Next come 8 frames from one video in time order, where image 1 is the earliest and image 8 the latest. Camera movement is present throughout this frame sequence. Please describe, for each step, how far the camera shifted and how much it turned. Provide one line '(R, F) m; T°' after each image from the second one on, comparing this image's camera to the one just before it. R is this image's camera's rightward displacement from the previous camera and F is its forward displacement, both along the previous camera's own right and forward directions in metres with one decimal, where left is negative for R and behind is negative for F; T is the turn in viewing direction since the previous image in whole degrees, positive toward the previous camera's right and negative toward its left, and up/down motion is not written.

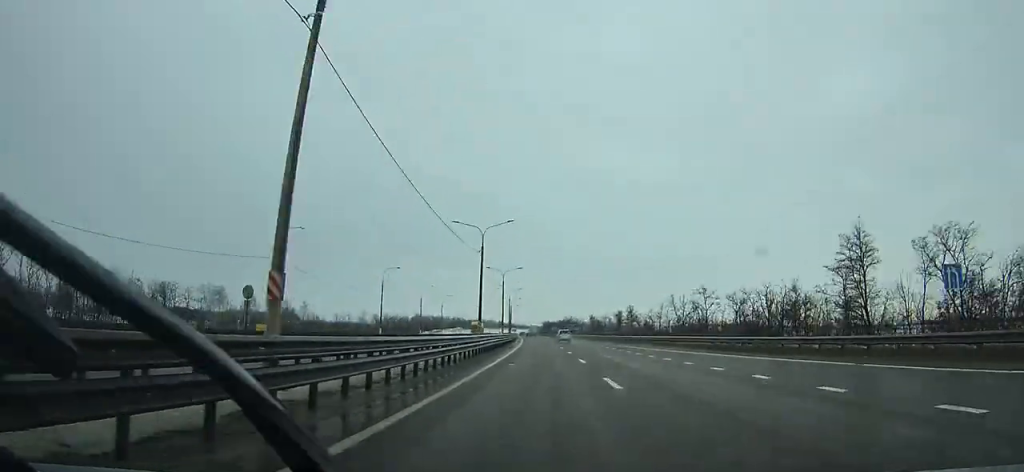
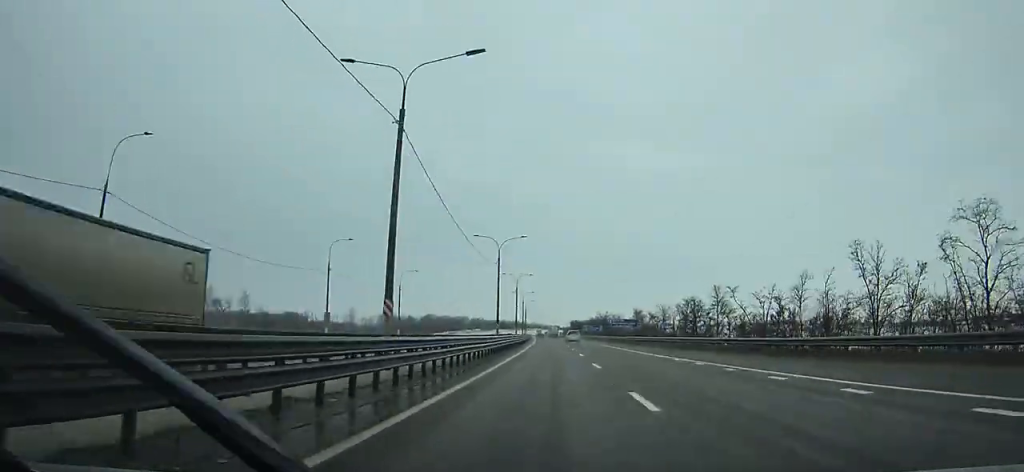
(-1.2, +63.8) m; -2°
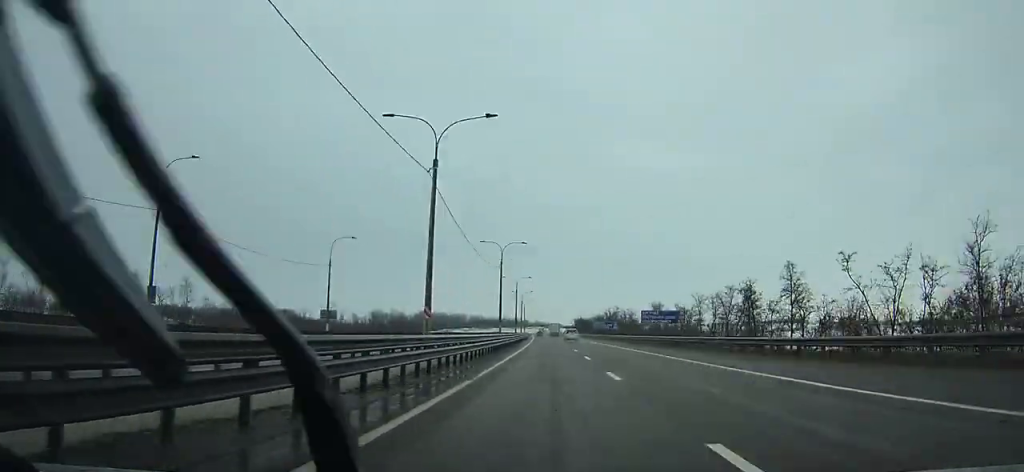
(-0.2, +28.9) m; 0°
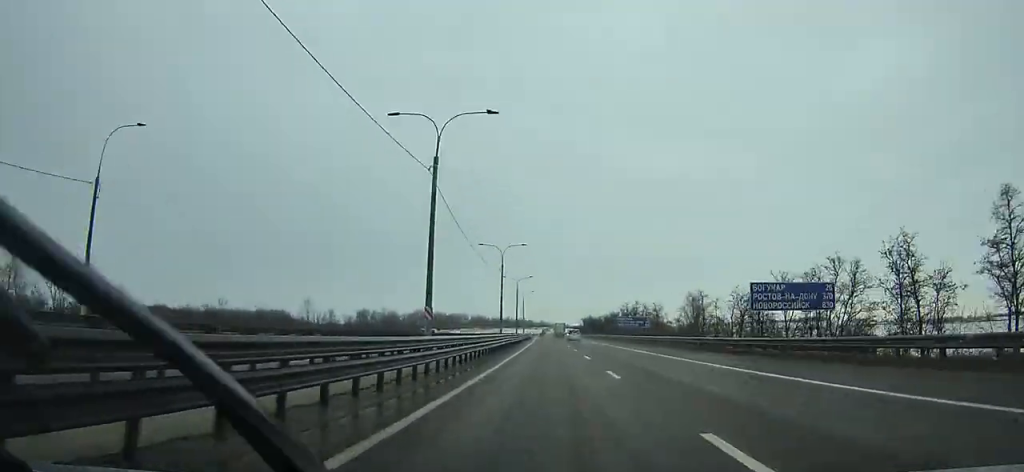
(0.0, +35.4) m; -1°
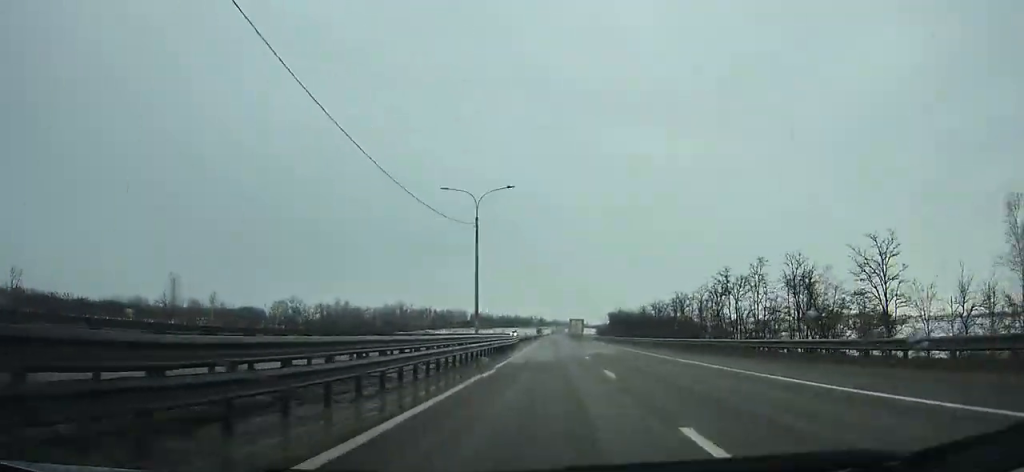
(-1.5, +93.5) m; -1°
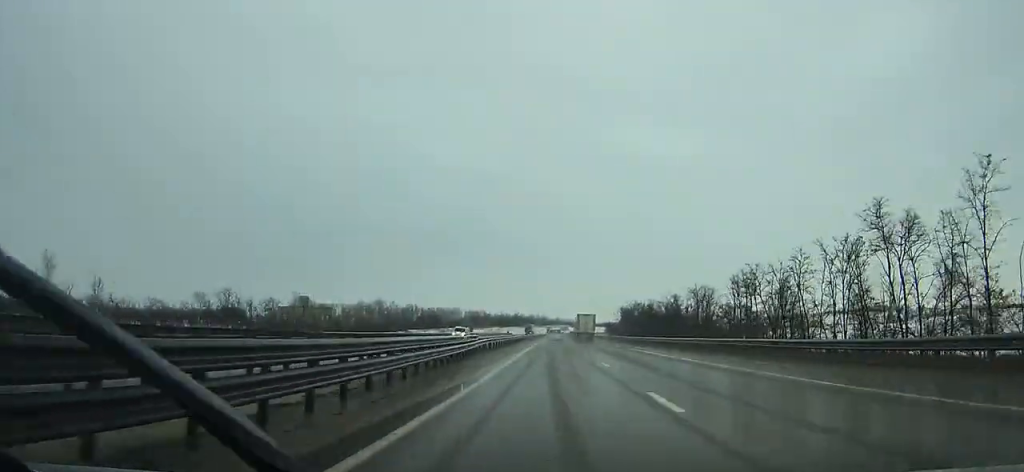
(-0.3, +42.2) m; 0°
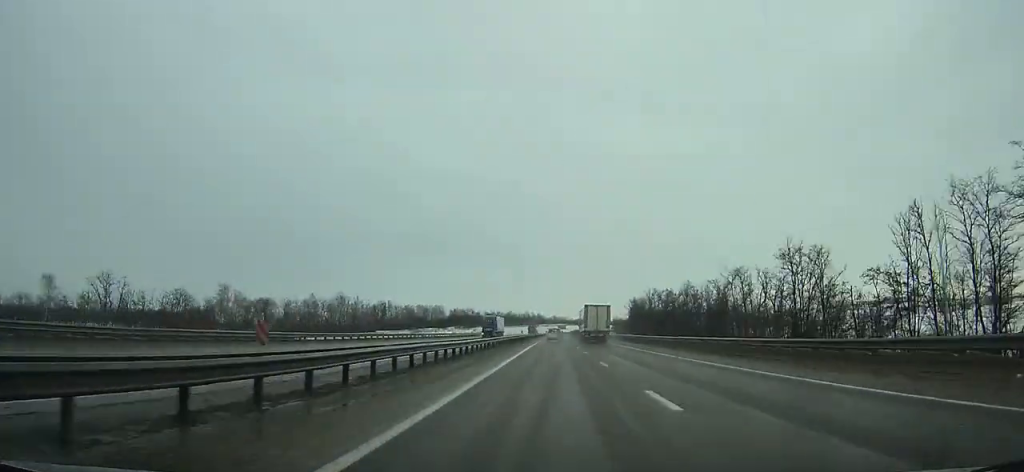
(+0.2, +46.2) m; +1°
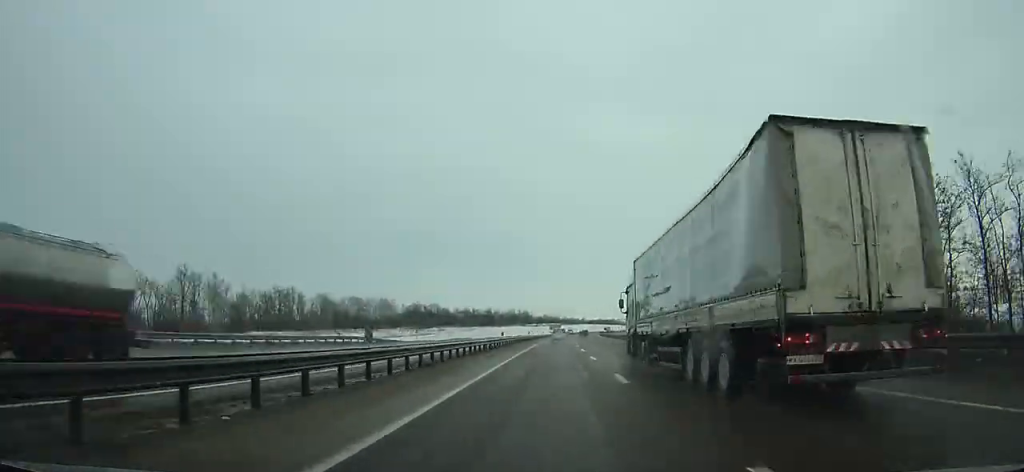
(+1.2, +99.4) m; +1°
